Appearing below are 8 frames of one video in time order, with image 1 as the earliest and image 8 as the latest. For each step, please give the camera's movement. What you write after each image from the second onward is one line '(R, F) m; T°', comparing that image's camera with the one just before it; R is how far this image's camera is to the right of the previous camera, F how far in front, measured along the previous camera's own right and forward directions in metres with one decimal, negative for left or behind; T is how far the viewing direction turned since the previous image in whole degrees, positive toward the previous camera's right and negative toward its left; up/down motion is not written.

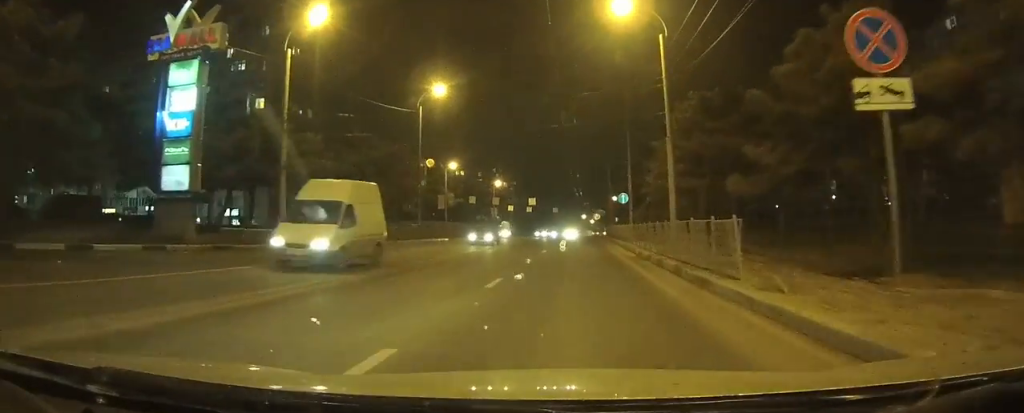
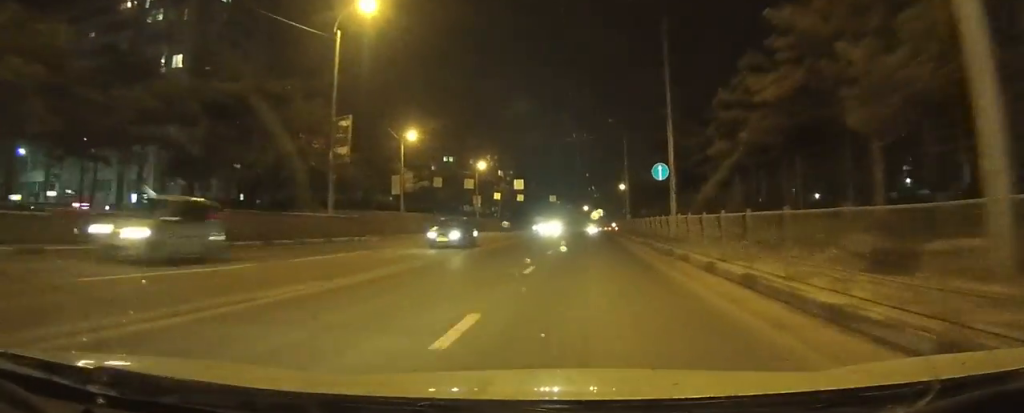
(-0.3, +24.4) m; 0°
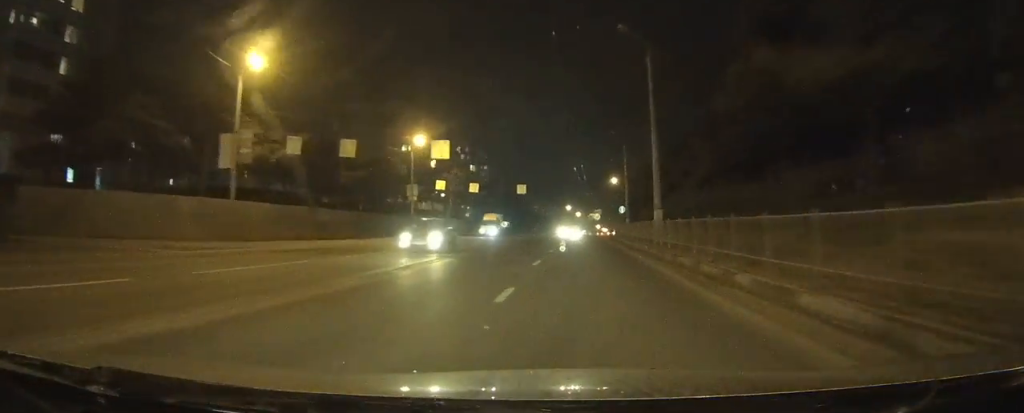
(+0.1, +27.9) m; +1°
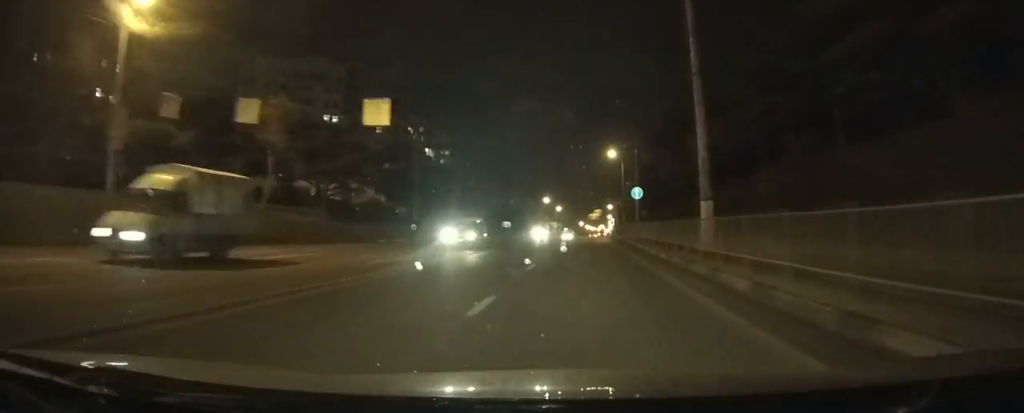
(+0.4, +40.0) m; +2°
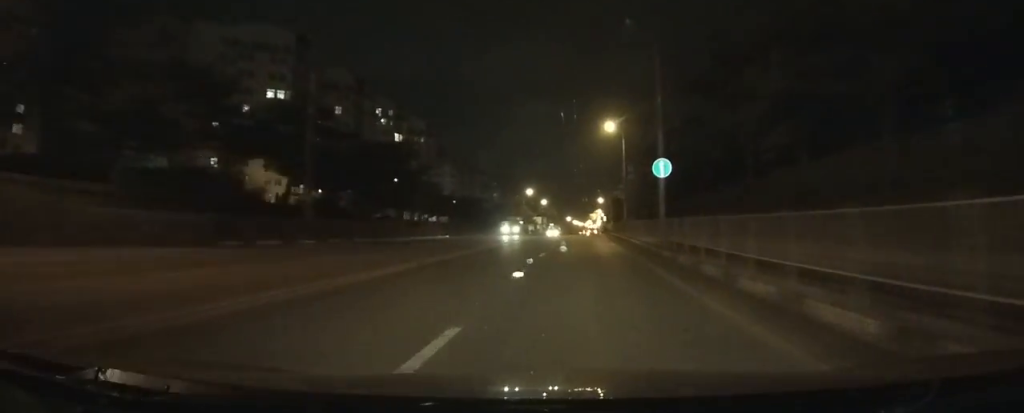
(0.0, +17.5) m; +1°
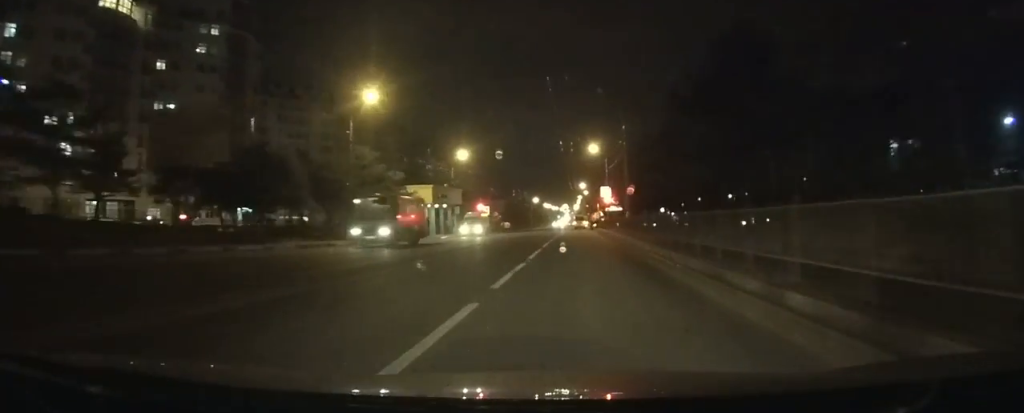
(+3.1, +89.0) m; +4°
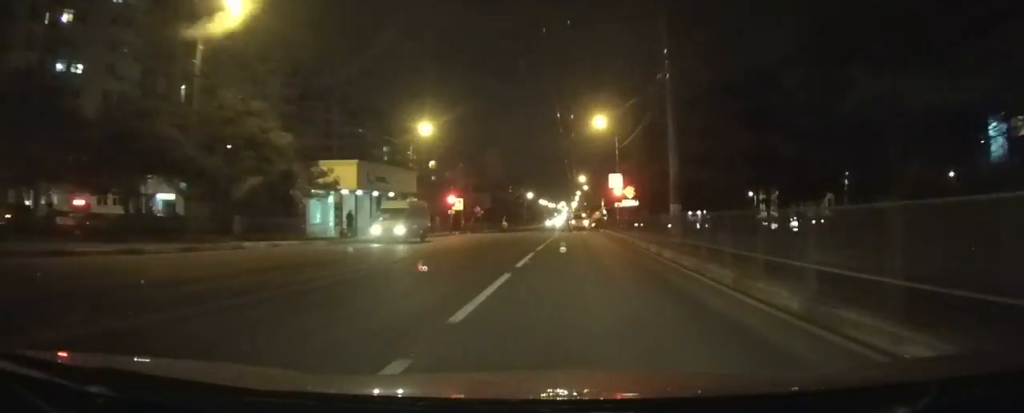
(0.0, +17.6) m; +1°
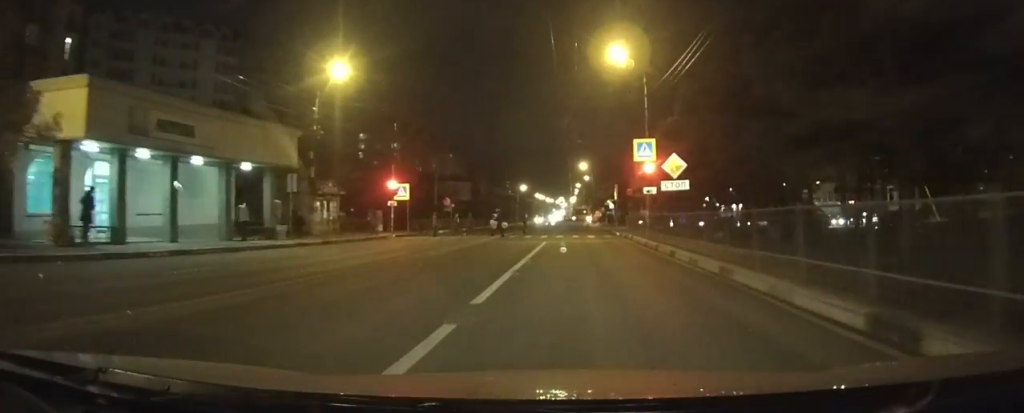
(+0.6, +20.6) m; +2°
